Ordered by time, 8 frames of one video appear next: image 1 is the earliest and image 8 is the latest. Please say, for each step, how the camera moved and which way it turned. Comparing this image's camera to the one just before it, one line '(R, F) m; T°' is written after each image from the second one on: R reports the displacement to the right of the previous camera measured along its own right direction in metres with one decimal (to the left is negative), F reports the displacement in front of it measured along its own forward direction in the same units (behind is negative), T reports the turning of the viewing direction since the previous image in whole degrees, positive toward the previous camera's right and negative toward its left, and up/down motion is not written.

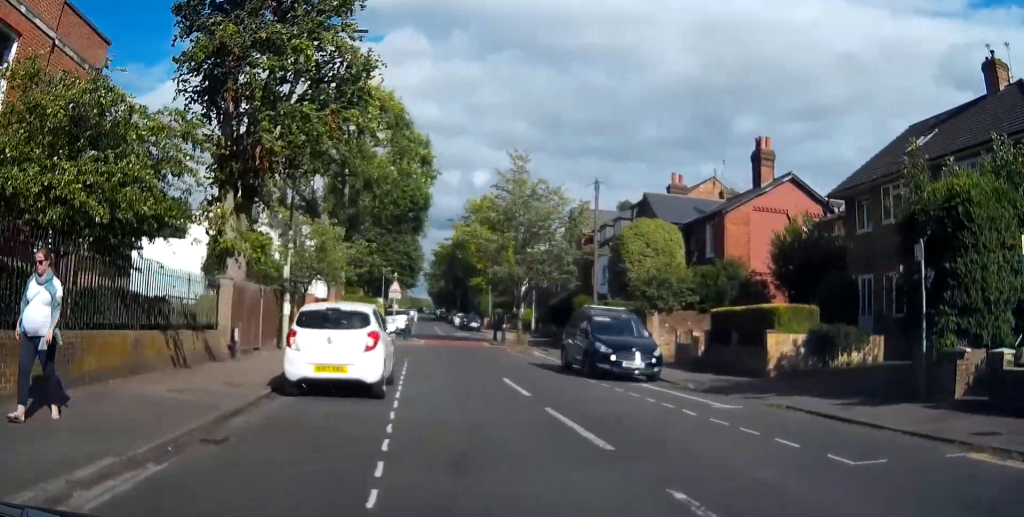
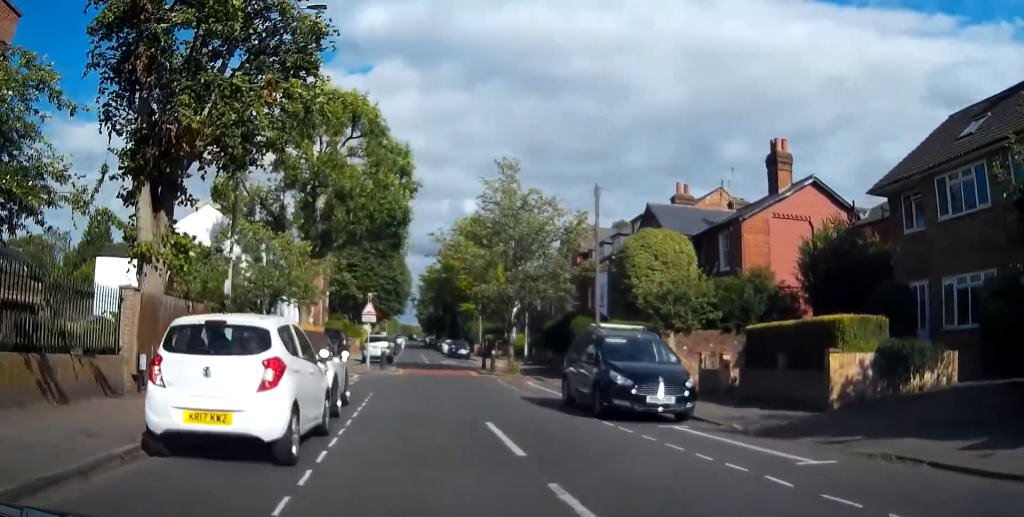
(0.0, +3.9) m; 0°
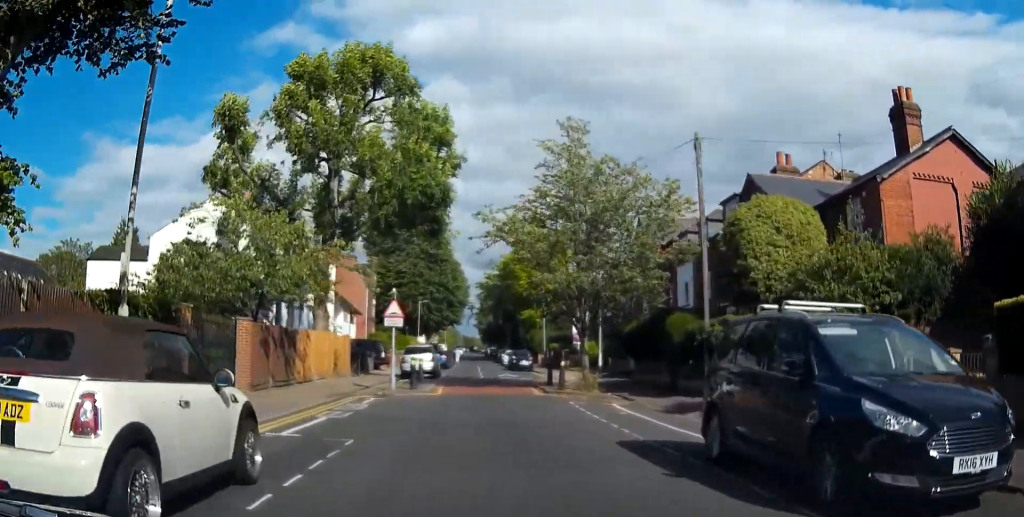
(0.0, +7.6) m; -2°
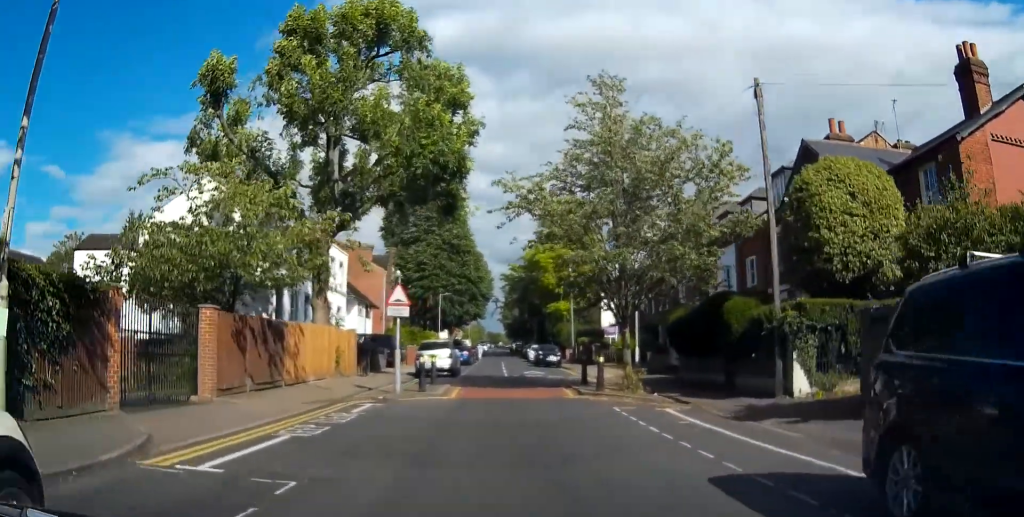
(+0.1, +3.6) m; -2°
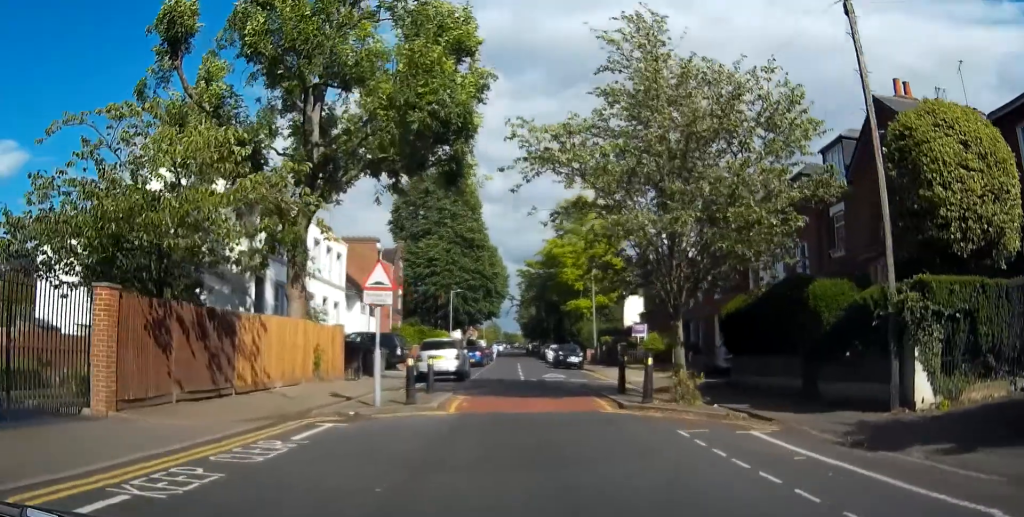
(-0.3, +5.0) m; -2°
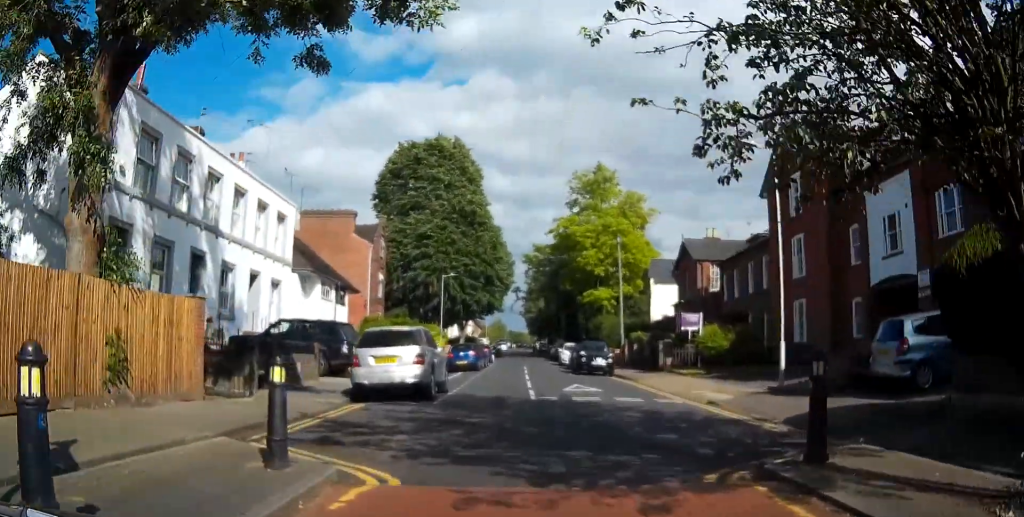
(0.0, +13.8) m; +1°
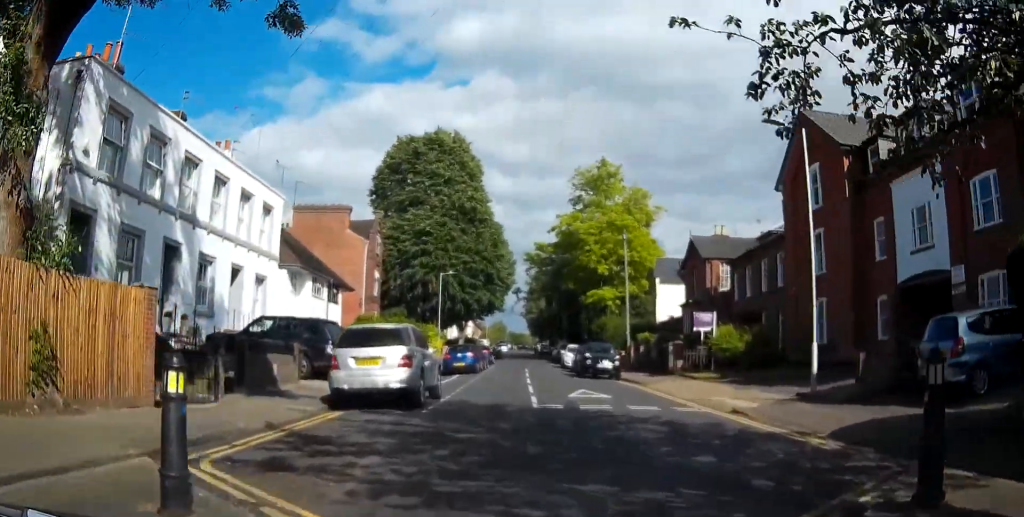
(0.0, +2.8) m; 0°
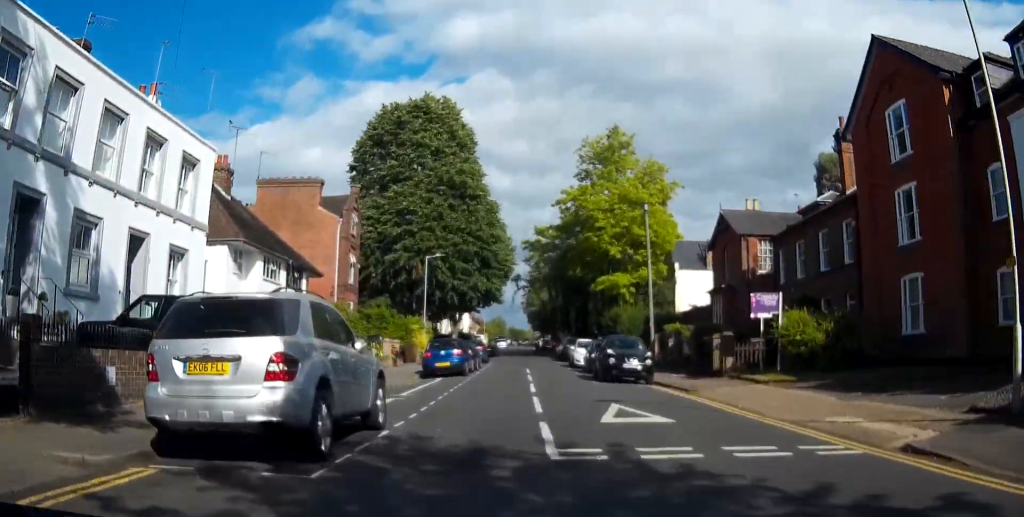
(-0.6, +9.4) m; -6°
